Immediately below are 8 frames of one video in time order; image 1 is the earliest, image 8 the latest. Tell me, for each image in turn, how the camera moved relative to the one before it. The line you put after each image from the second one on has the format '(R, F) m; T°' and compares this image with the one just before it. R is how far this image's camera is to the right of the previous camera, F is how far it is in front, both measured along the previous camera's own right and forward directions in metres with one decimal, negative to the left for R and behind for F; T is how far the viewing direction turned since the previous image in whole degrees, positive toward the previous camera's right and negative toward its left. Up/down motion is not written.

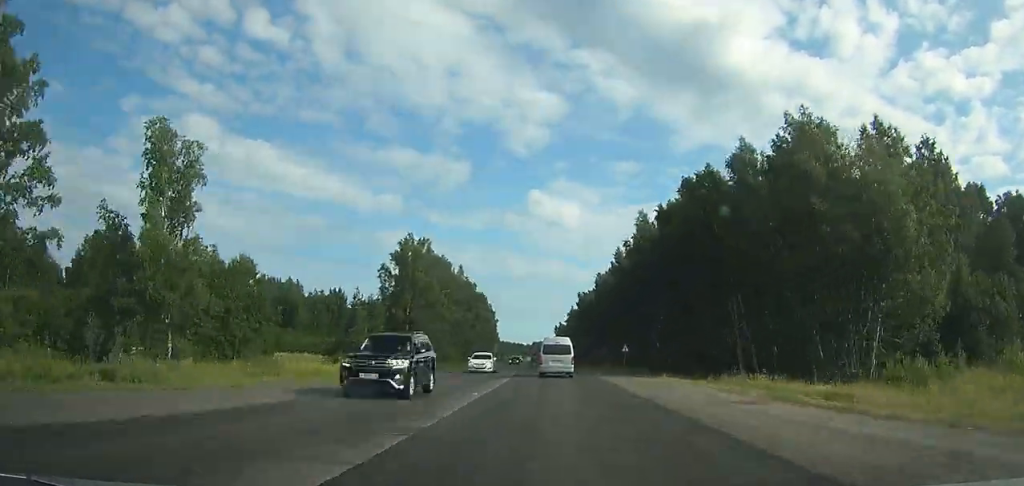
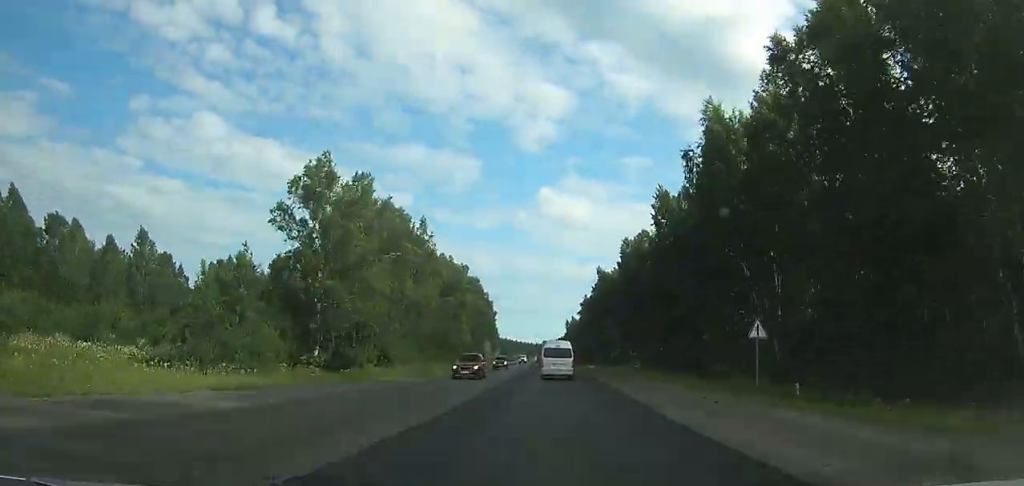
(0.0, +36.6) m; 0°
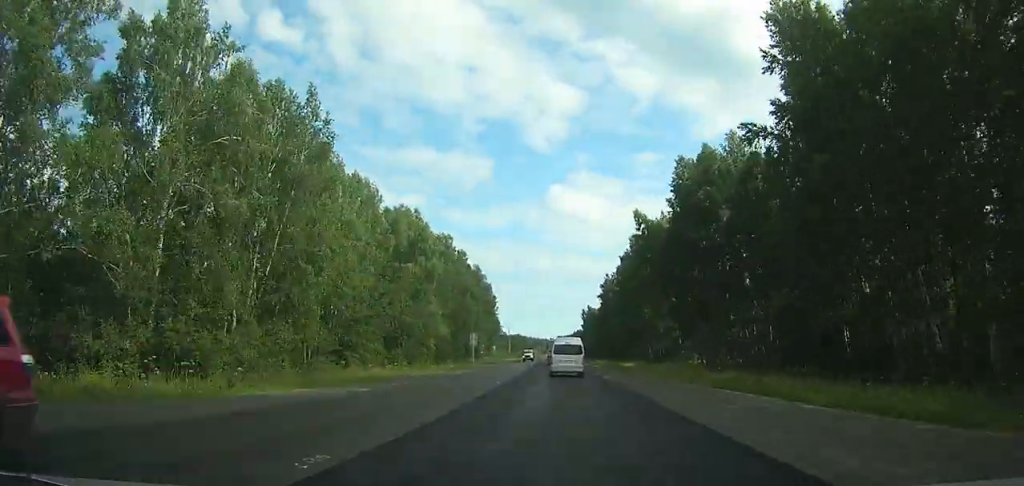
(+0.2, +35.1) m; -1°
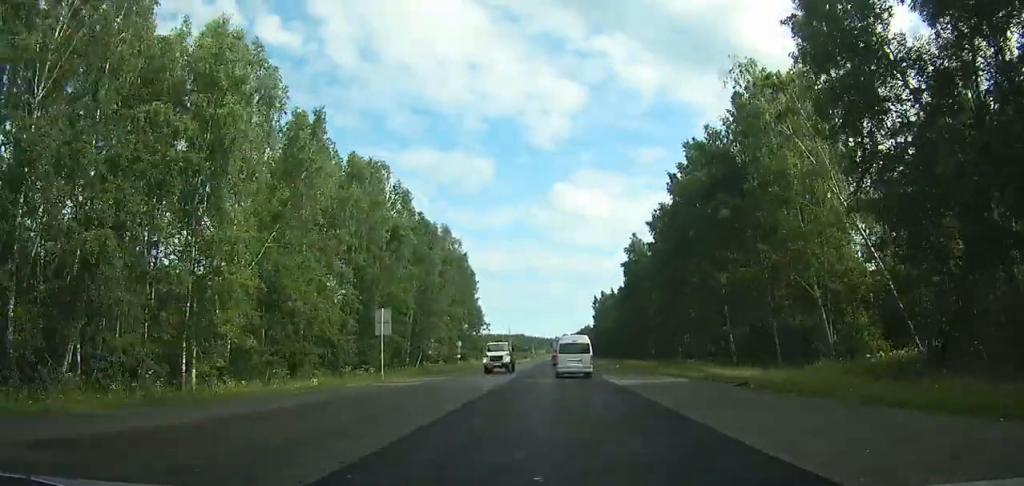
(-0.9, +43.4) m; -1°
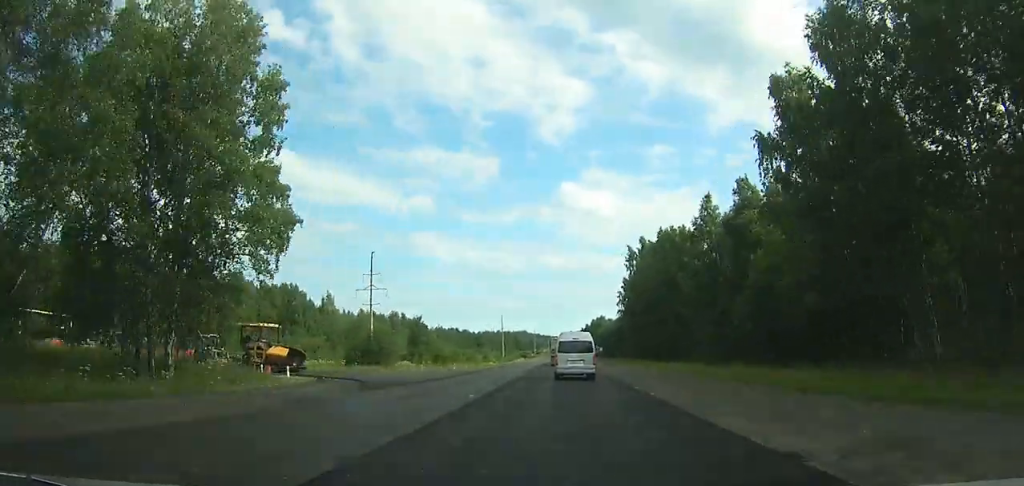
(-0.6, +80.6) m; -1°
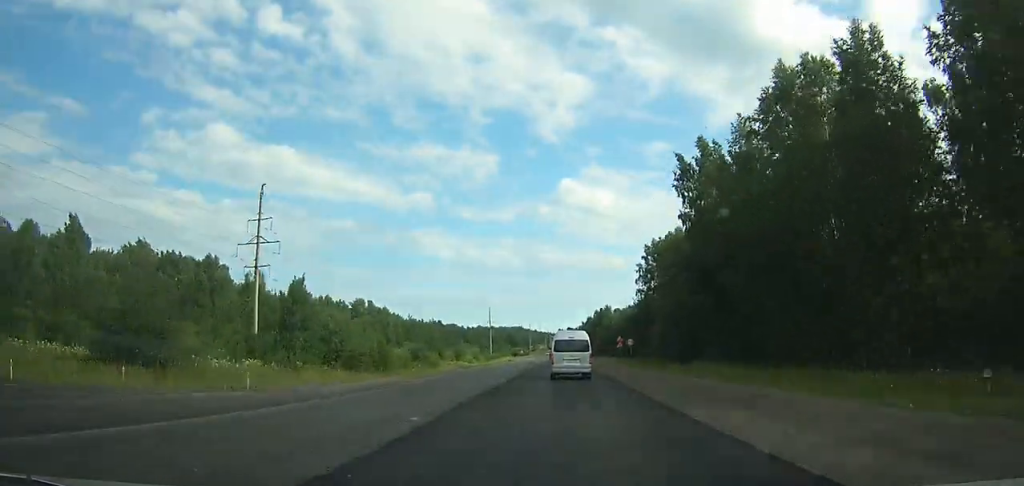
(-0.2, +44.6) m; 0°
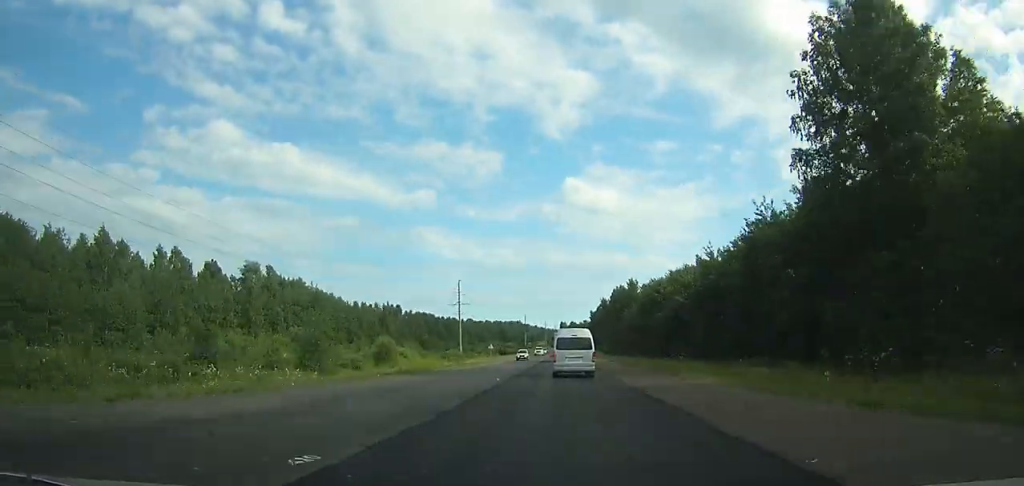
(+0.4, +72.6) m; +2°
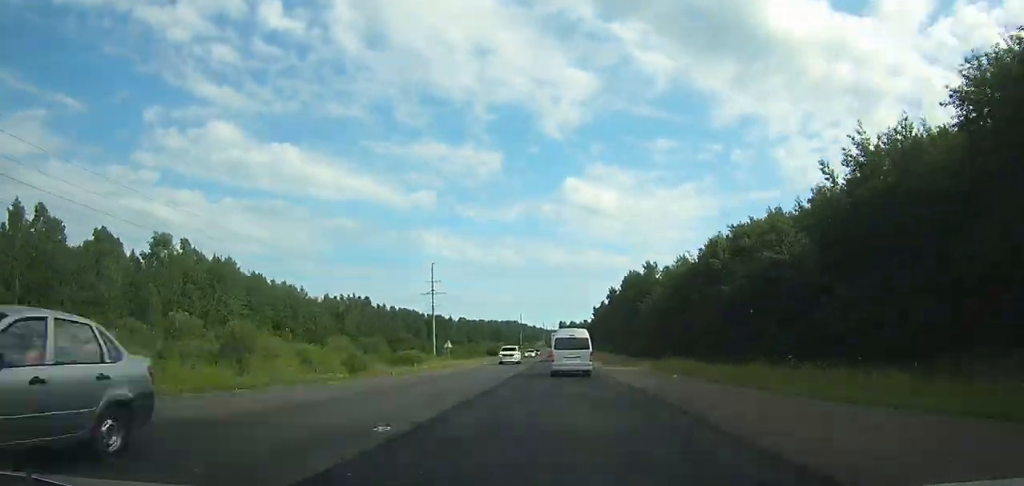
(+0.5, +27.1) m; +2°
